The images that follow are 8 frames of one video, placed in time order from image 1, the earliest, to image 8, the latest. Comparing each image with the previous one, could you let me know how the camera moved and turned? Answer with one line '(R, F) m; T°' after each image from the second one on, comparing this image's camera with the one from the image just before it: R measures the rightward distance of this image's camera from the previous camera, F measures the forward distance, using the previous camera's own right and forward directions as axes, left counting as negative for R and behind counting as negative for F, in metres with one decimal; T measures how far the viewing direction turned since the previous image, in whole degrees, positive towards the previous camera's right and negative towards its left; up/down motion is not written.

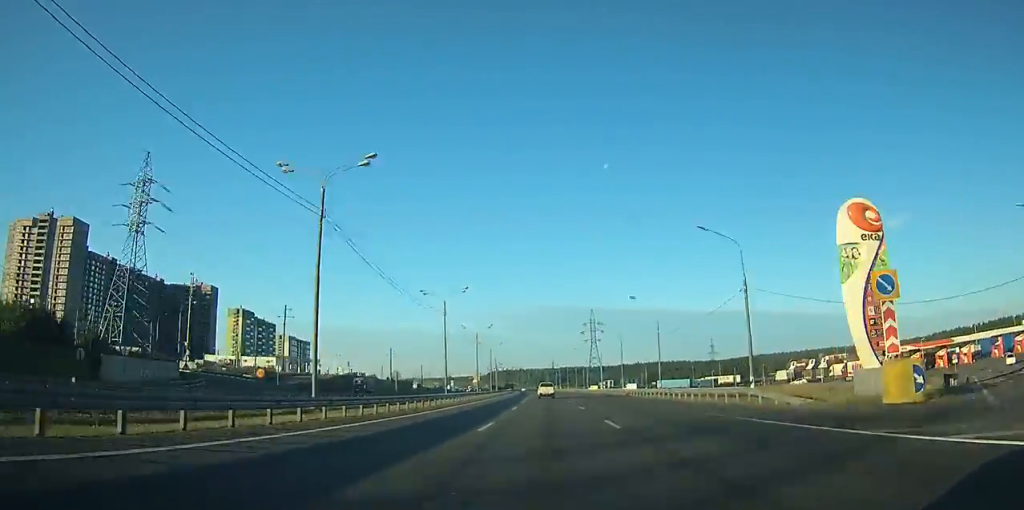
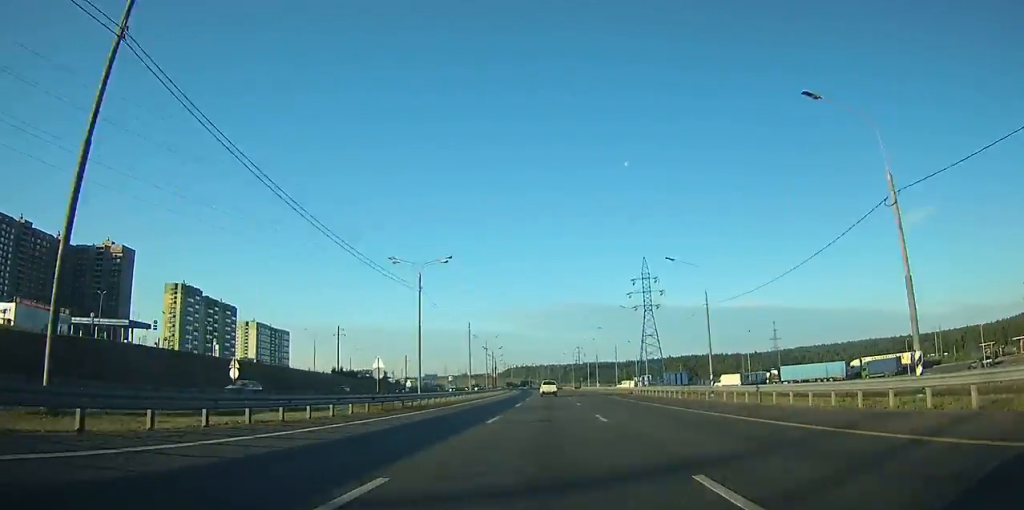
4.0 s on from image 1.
(-2.1, +116.6) m; -2°
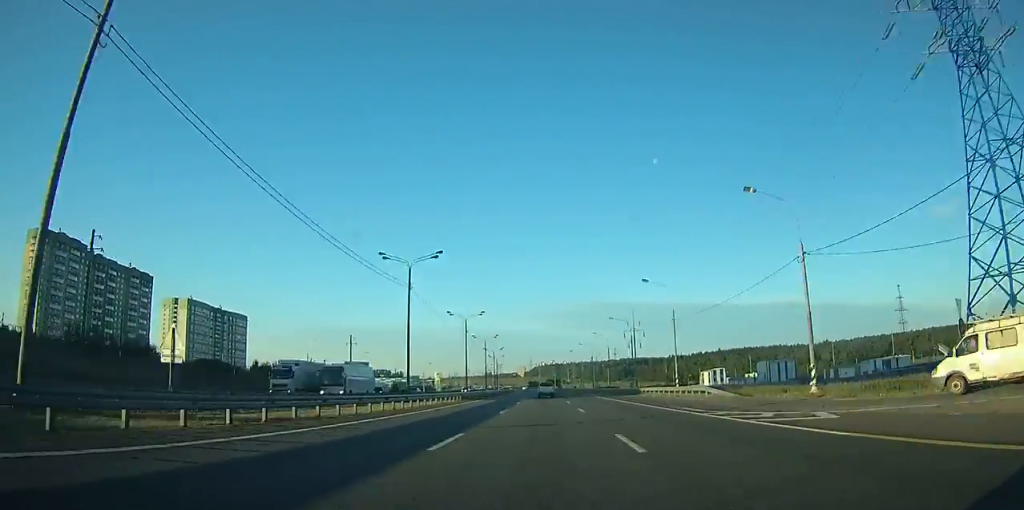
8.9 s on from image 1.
(-3.4, +139.5) m; -3°
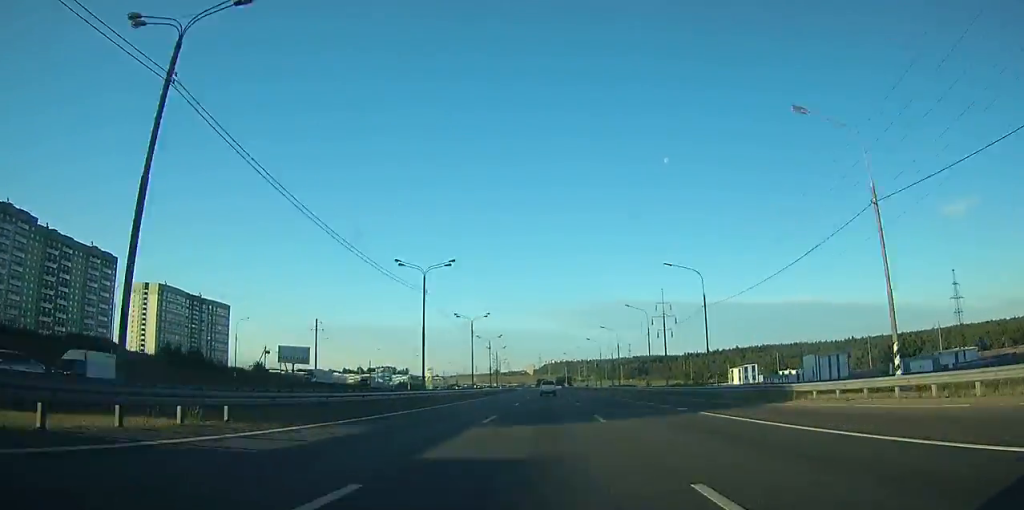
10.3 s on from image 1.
(-0.2, +40.5) m; -1°
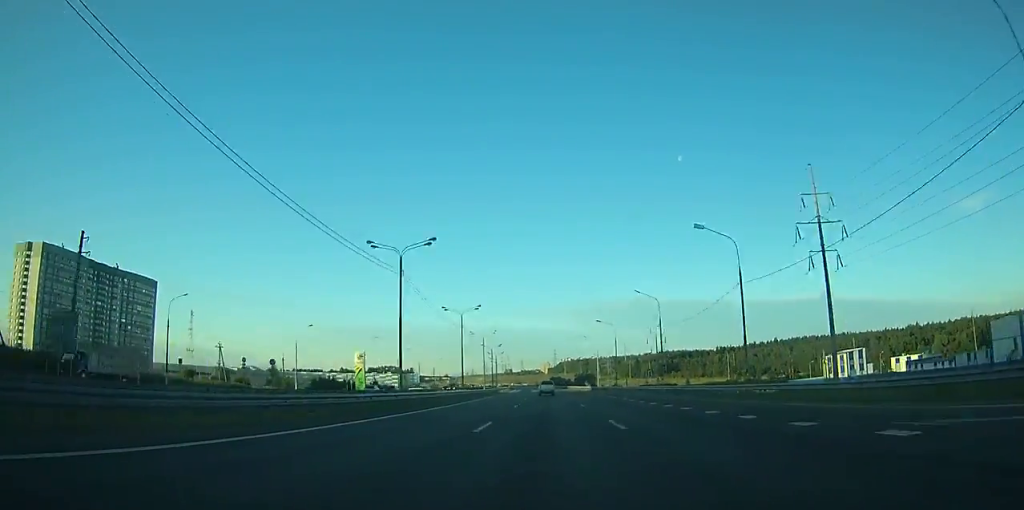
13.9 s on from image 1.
(-1.8, +97.0) m; -2°
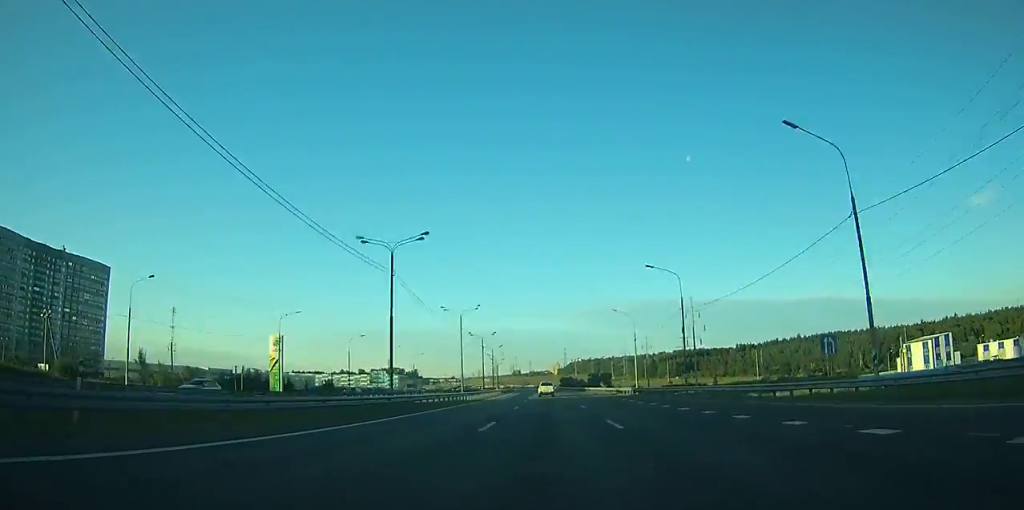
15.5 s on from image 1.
(-0.2, +45.4) m; -1°
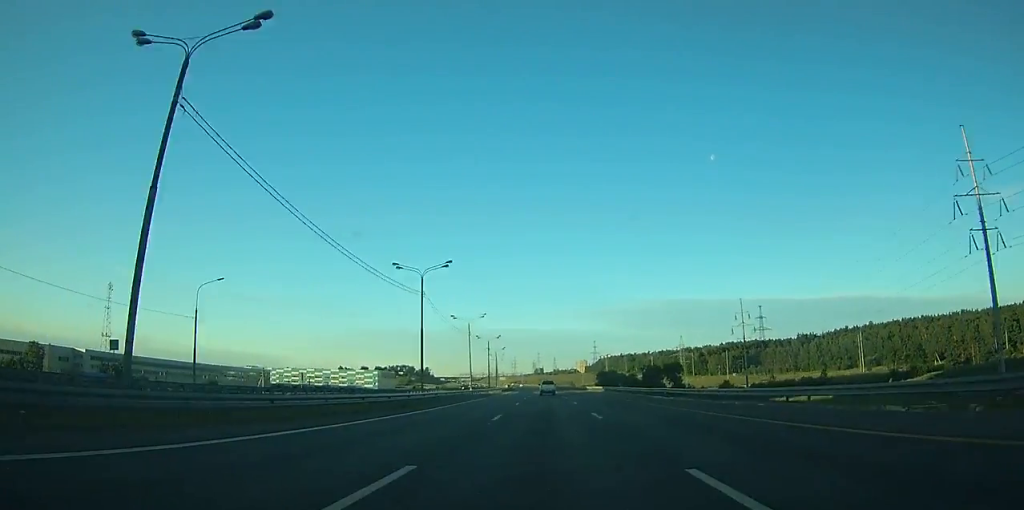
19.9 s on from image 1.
(-2.3, +120.0) m; -2°
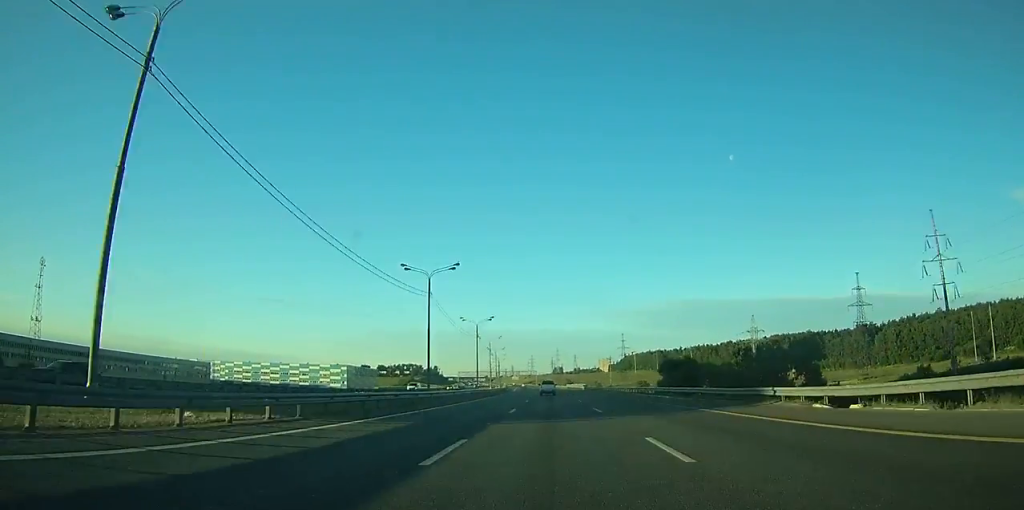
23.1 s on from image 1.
(-1.2, +90.0) m; -2°
